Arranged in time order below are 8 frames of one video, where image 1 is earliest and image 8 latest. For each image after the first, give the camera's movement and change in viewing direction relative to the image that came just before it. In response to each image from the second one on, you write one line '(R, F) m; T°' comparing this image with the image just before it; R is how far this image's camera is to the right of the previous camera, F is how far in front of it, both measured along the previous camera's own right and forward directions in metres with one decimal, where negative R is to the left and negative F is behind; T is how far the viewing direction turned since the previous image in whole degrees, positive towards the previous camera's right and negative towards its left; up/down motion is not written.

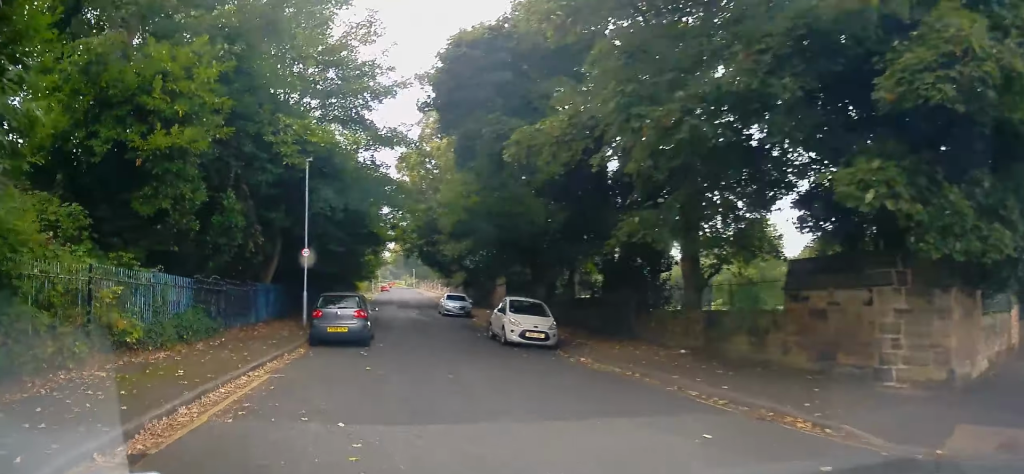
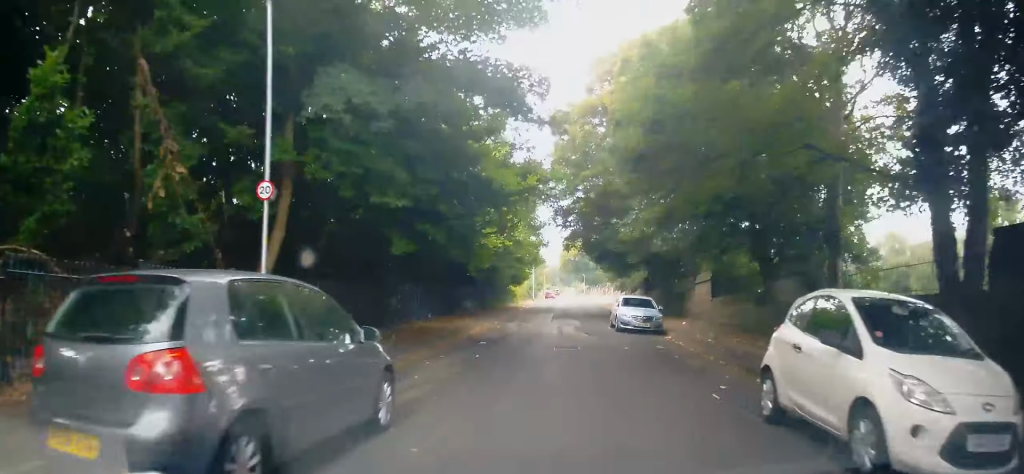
(-2.3, +12.5) m; -12°
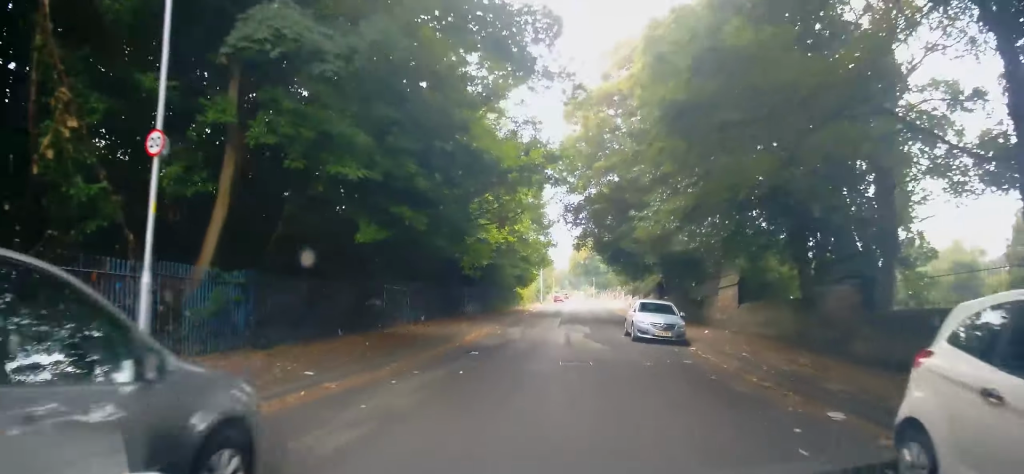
(0.0, +2.8) m; -2°
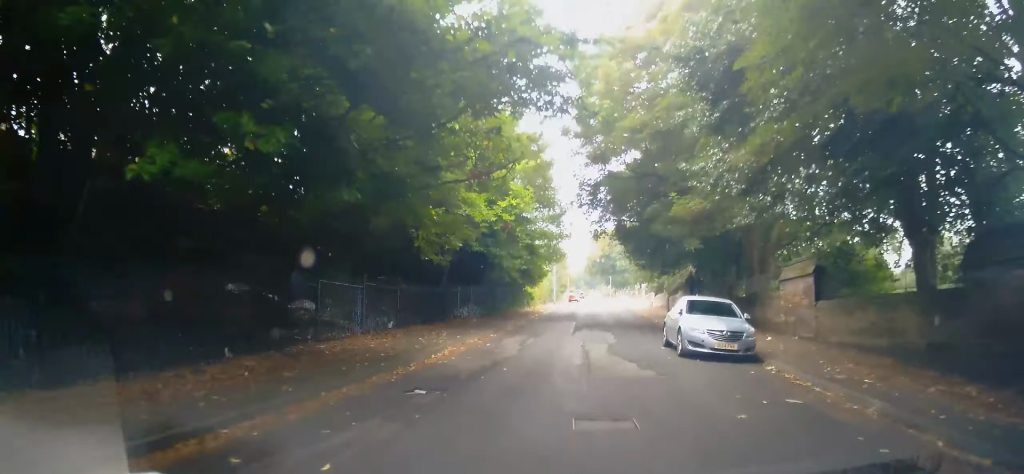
(-0.1, +6.1) m; -6°
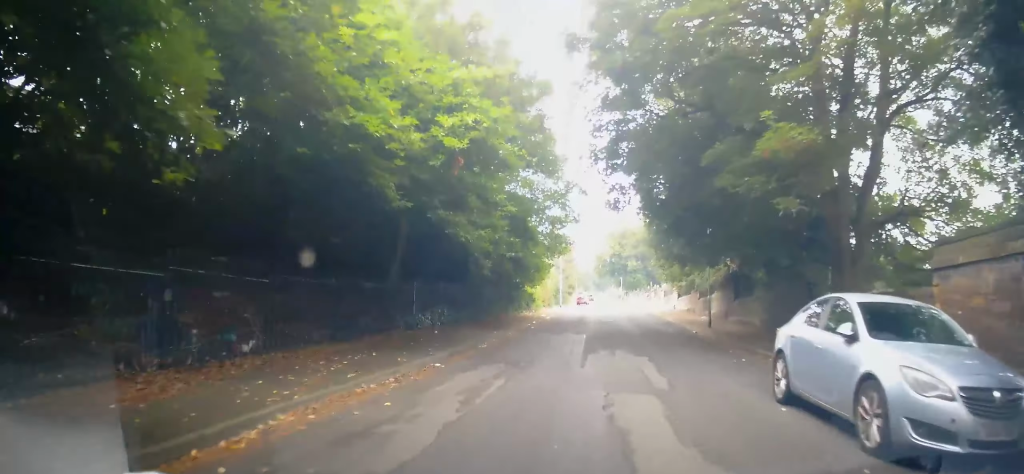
(-0.9, +8.6) m; -4°
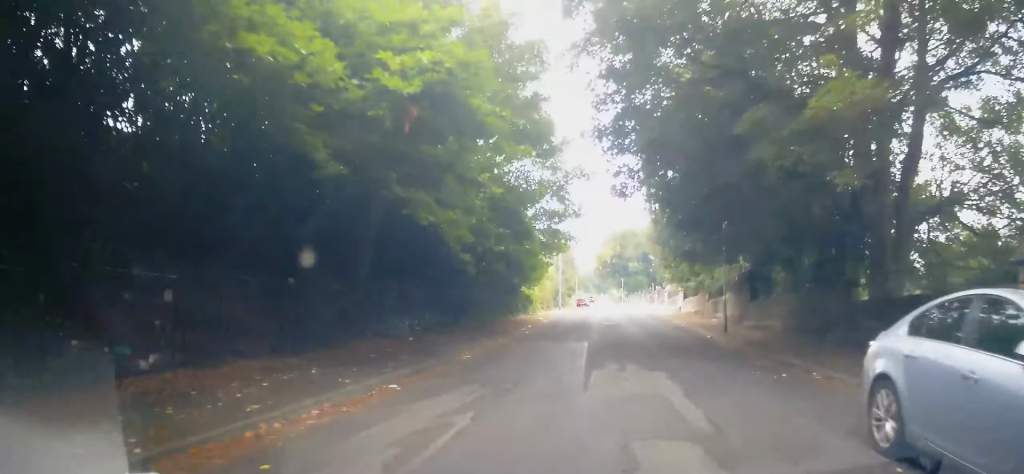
(-0.3, +2.7) m; +2°
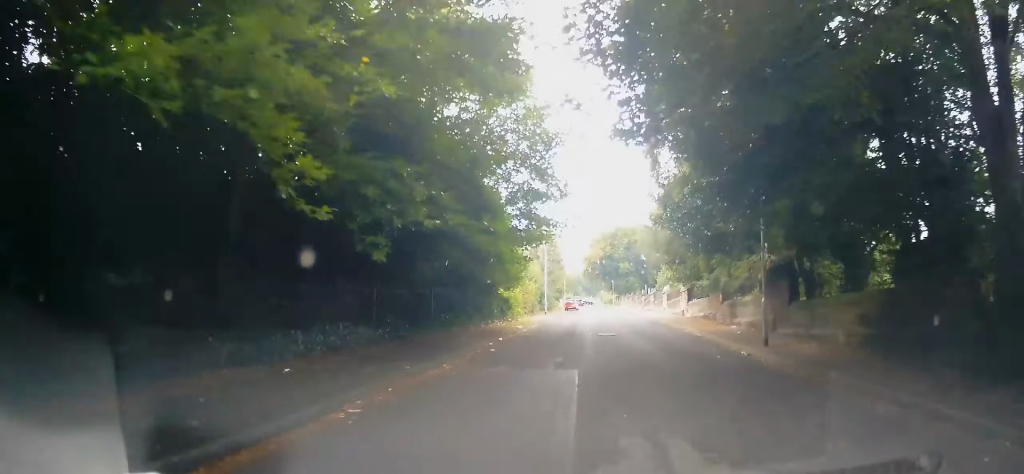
(+0.9, +6.2) m; +4°
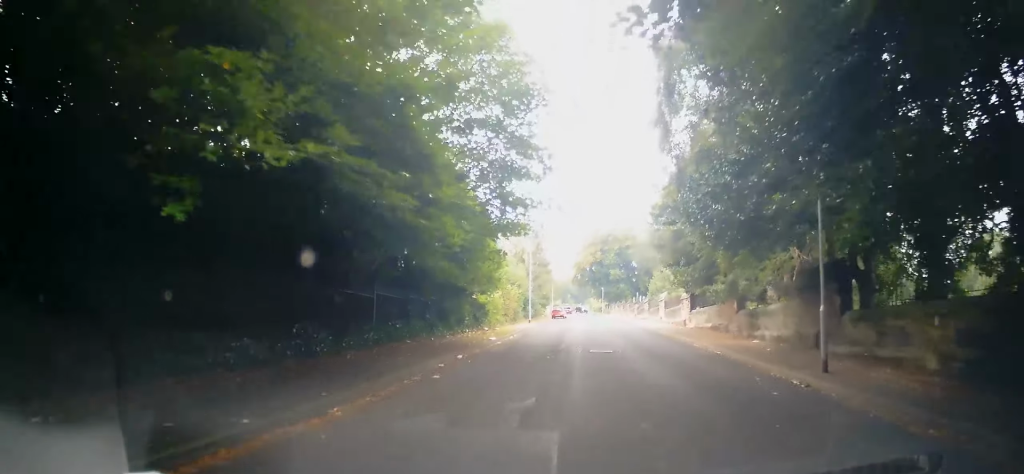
(-0.1, +5.0) m; +1°
